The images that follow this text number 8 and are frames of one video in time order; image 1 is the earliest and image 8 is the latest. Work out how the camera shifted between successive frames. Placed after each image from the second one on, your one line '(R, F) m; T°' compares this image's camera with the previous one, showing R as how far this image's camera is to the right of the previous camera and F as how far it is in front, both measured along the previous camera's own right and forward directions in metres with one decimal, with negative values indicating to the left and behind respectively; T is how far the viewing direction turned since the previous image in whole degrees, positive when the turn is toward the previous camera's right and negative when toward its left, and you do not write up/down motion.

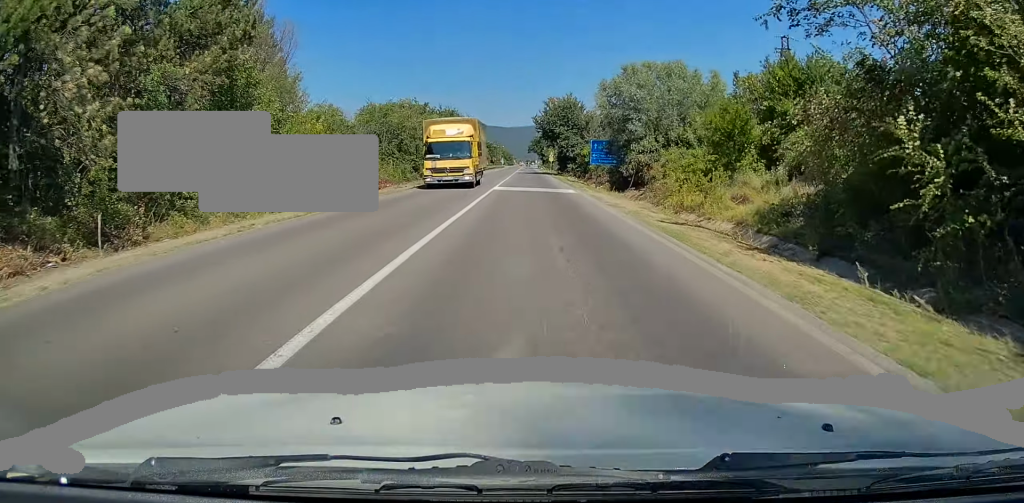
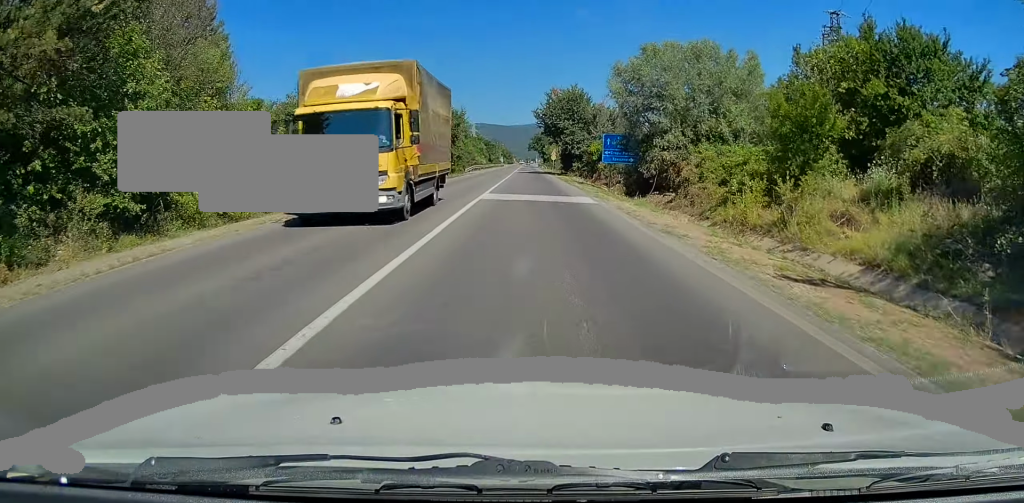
(0.0, +8.1) m; 0°
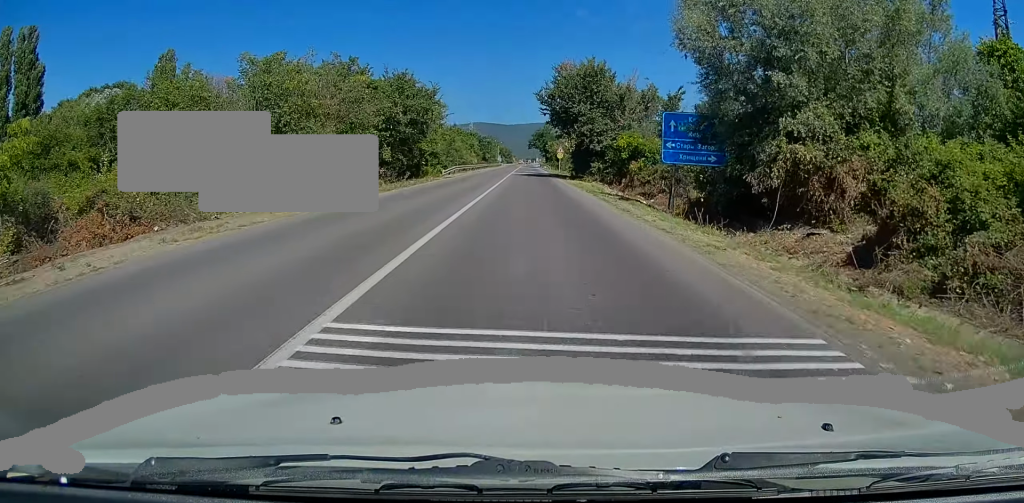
(-0.2, +19.3) m; -1°
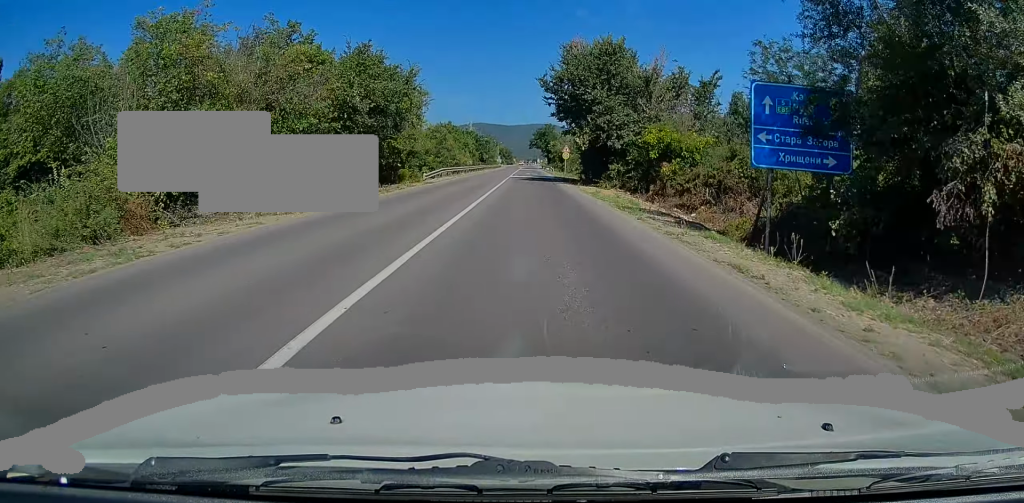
(-0.1, +10.0) m; 0°
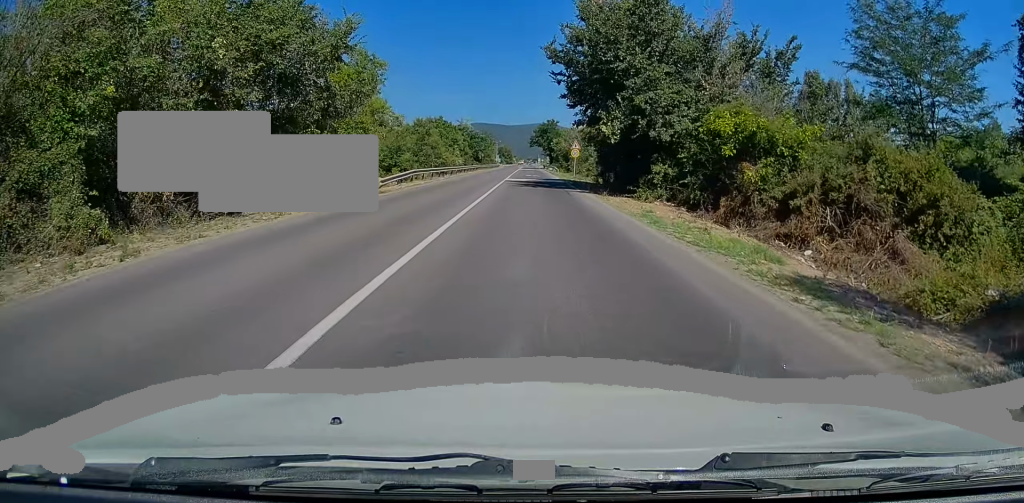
(+0.1, +13.0) m; +1°
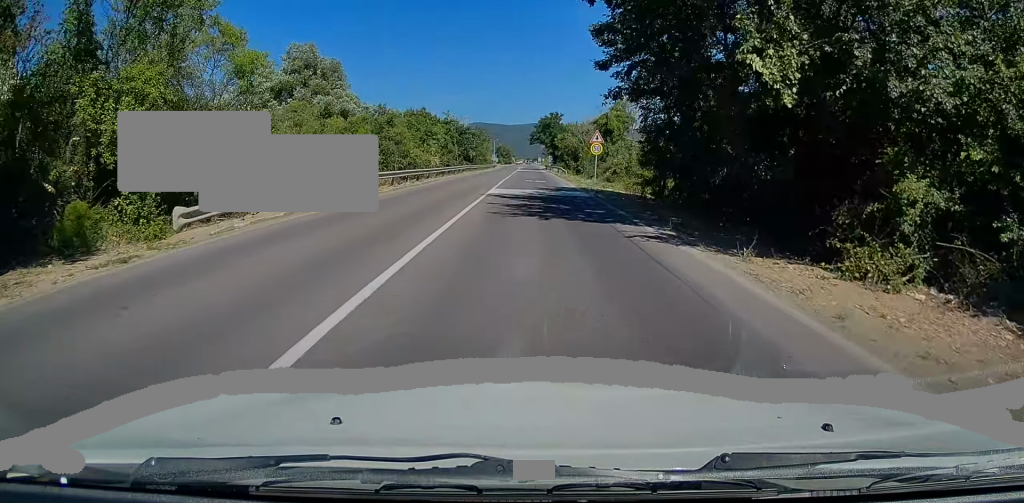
(+0.1, +17.4) m; -1°
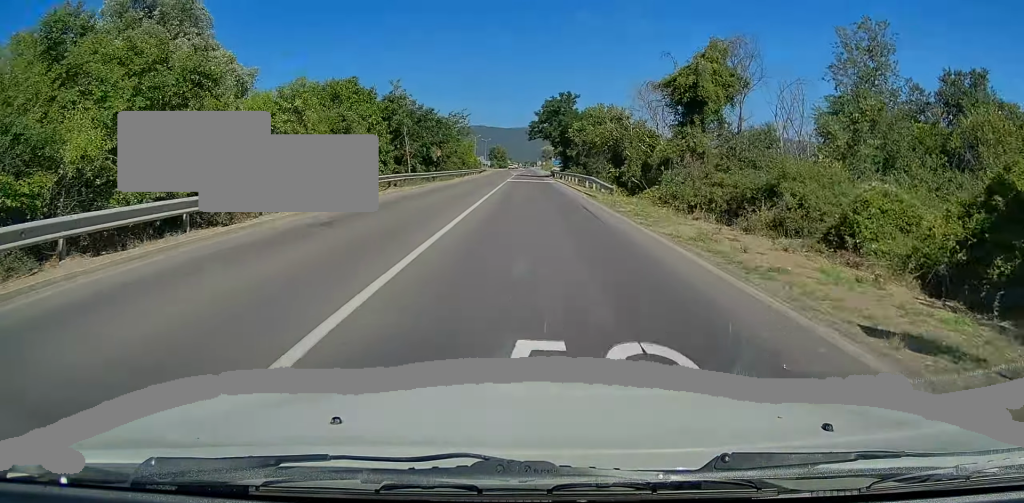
(+0.4, +35.9) m; +1°
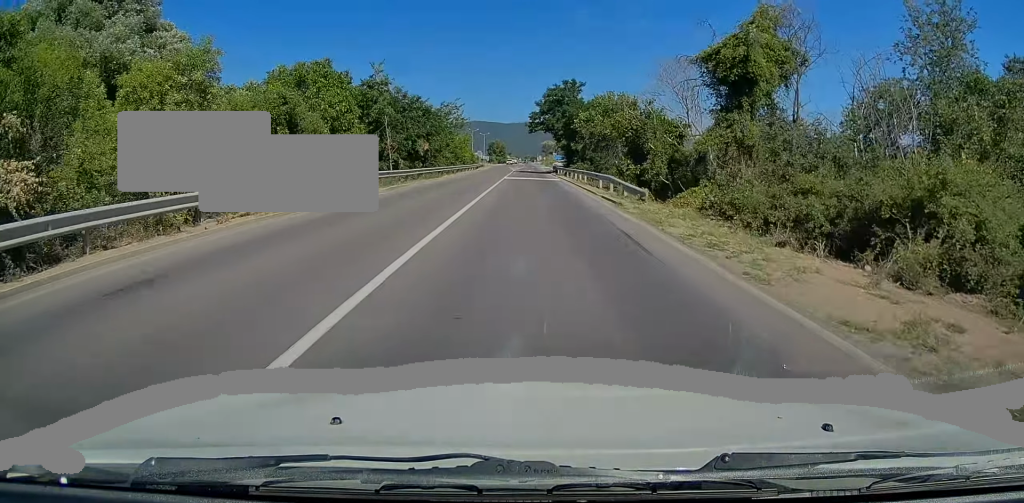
(-0.1, +7.4) m; 0°
